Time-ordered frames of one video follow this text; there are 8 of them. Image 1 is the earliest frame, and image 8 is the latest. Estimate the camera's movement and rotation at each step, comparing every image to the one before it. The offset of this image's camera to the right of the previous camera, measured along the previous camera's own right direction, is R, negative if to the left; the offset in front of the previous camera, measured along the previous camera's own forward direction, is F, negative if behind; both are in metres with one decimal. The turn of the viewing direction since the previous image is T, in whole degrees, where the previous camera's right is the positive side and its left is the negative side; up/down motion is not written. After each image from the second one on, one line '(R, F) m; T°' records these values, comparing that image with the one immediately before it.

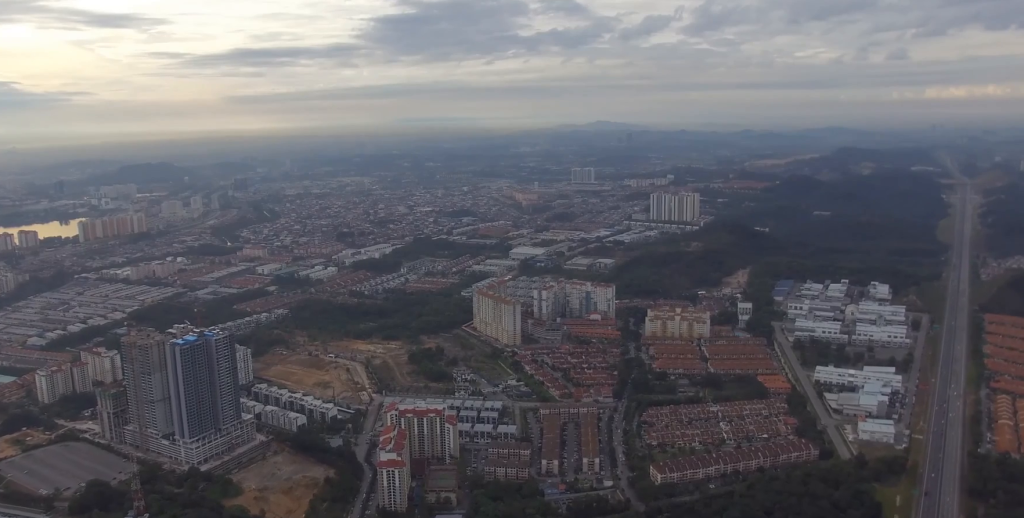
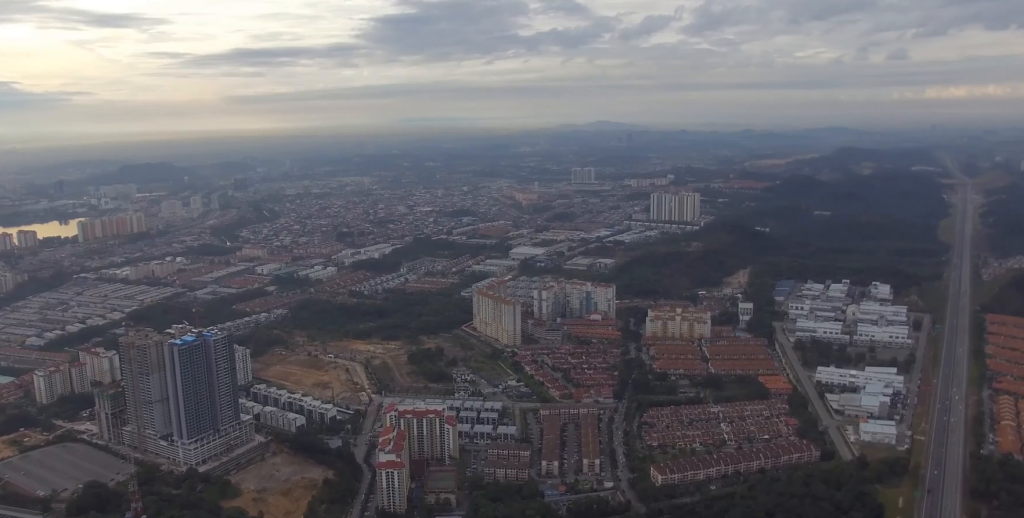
(0.0, +4.0) m; 0°
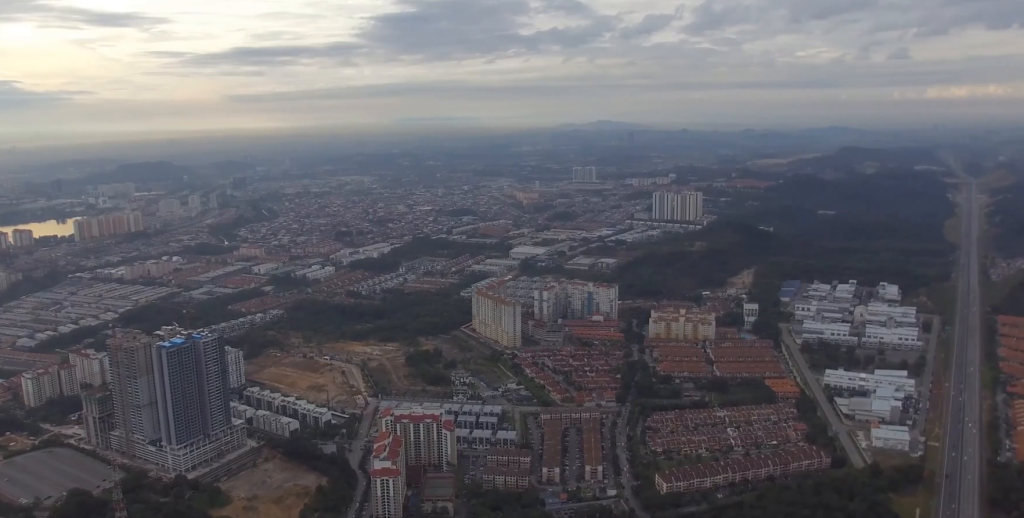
(0.0, +26.5) m; 0°
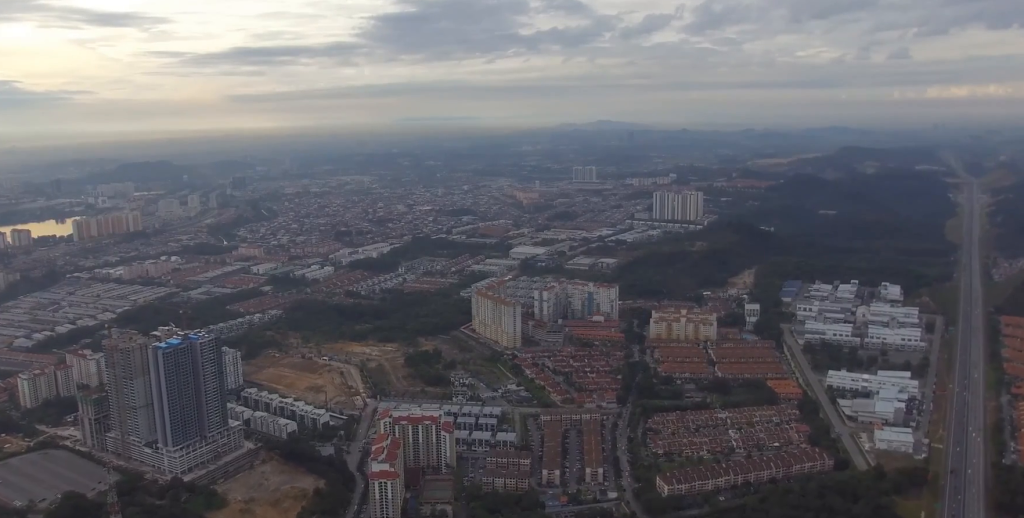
(0.0, +8.0) m; 0°
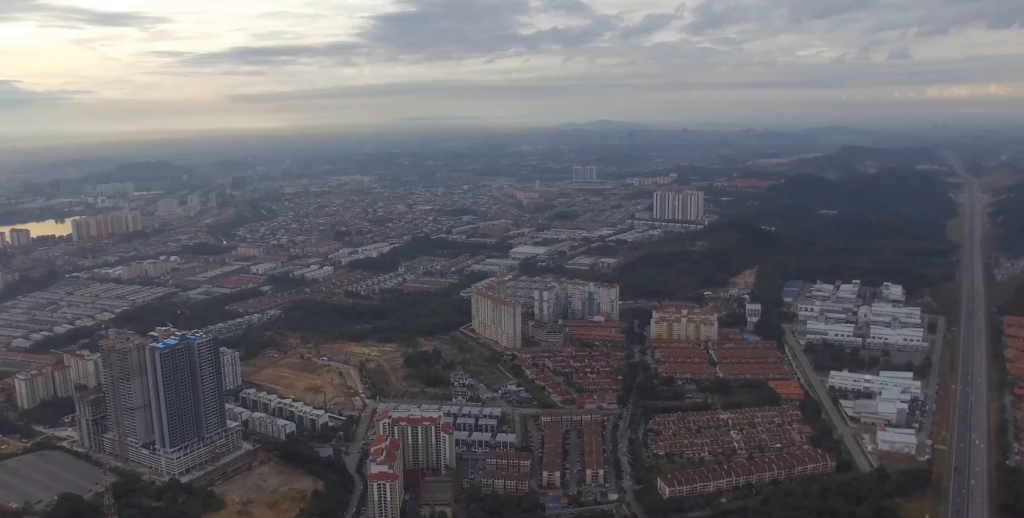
(0.0, +5.6) m; 0°
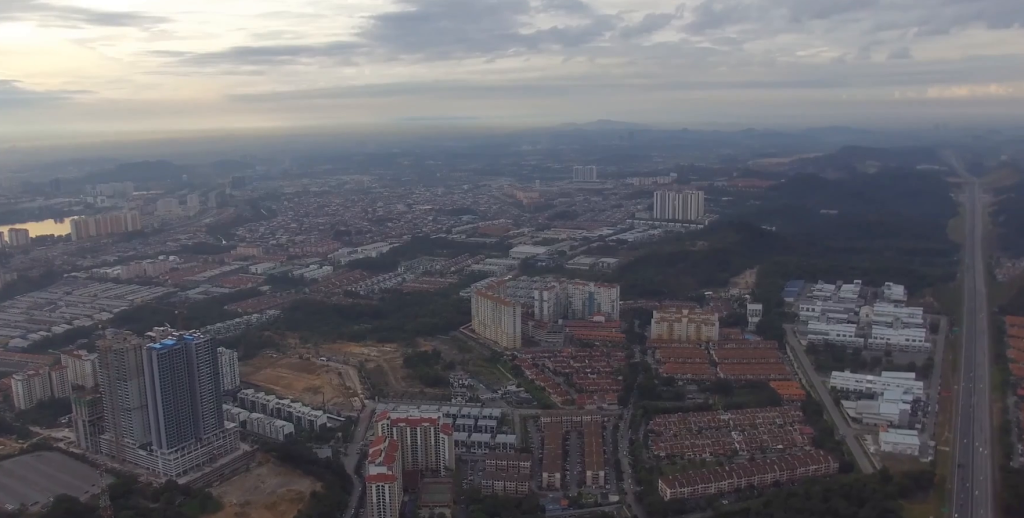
(0.0, +6.1) m; 0°
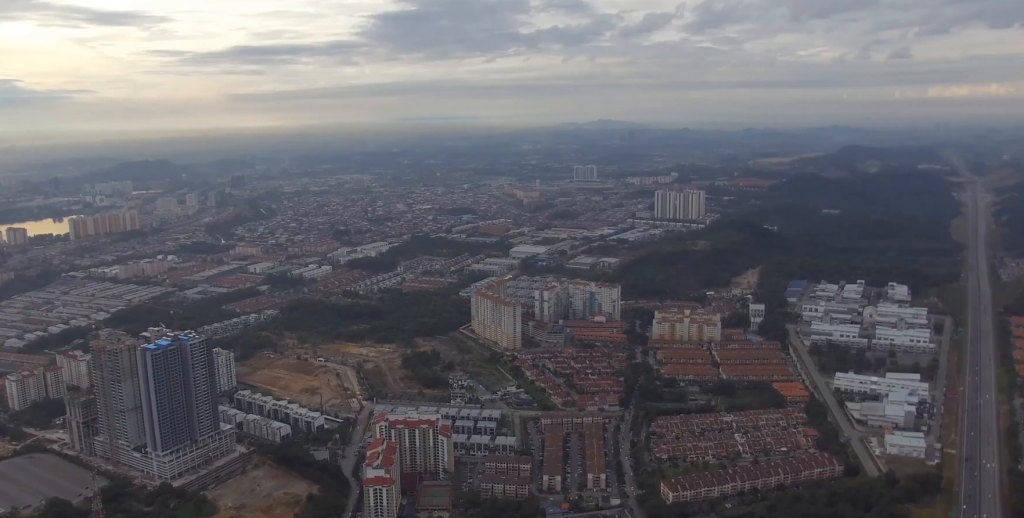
(0.0, +11.3) m; 0°
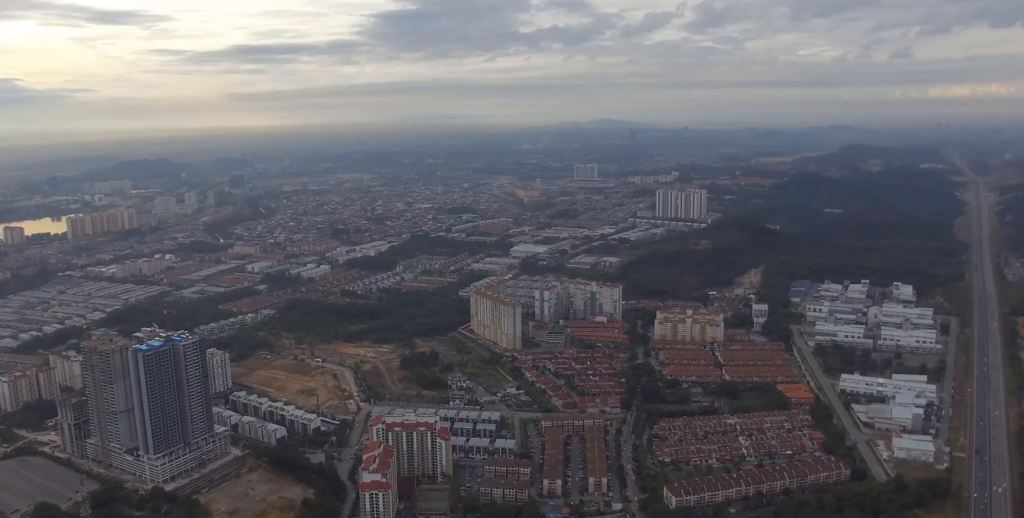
(0.0, +15.8) m; 0°
